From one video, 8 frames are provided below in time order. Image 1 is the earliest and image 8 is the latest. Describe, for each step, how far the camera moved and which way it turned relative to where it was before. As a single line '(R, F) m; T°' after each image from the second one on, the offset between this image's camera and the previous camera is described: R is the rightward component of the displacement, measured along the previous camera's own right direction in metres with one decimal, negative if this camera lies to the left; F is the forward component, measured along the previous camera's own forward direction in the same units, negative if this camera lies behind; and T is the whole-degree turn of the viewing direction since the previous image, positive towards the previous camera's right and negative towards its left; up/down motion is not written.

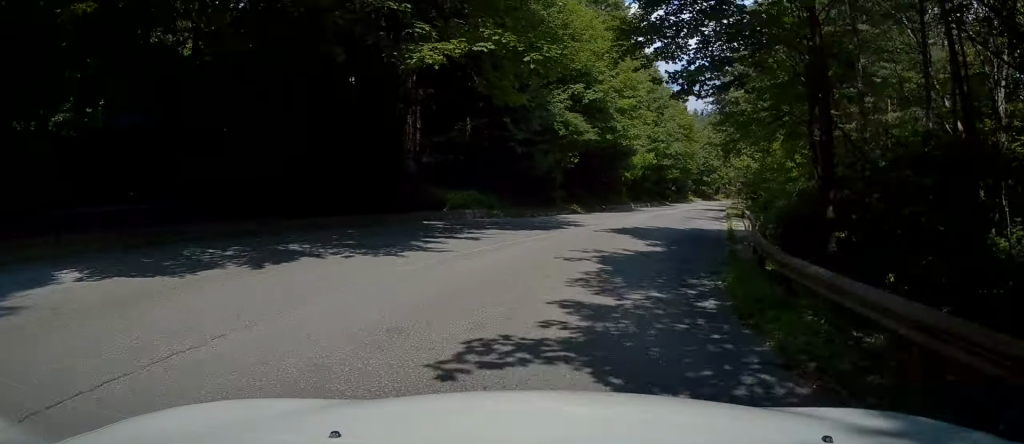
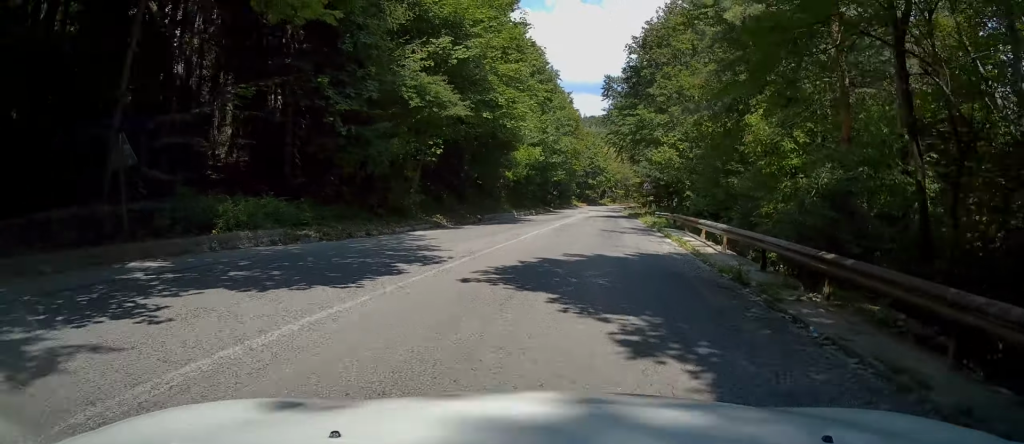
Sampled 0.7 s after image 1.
(+1.1, +10.7) m; +7°
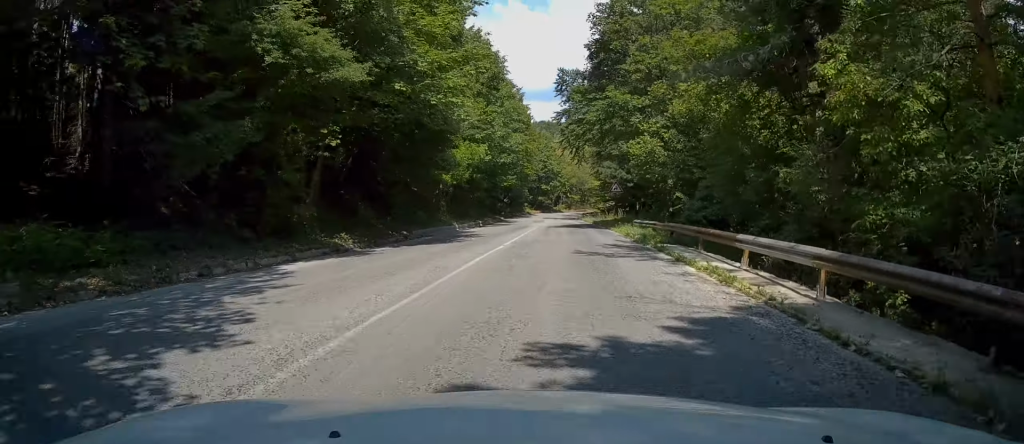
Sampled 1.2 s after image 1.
(+0.2, +7.5) m; +4°
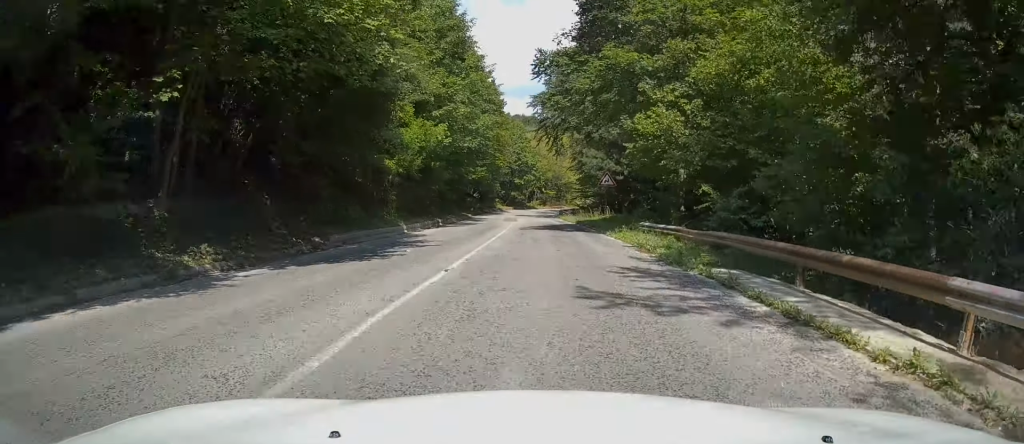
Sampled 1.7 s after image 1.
(+0.3, +7.3) m; +2°
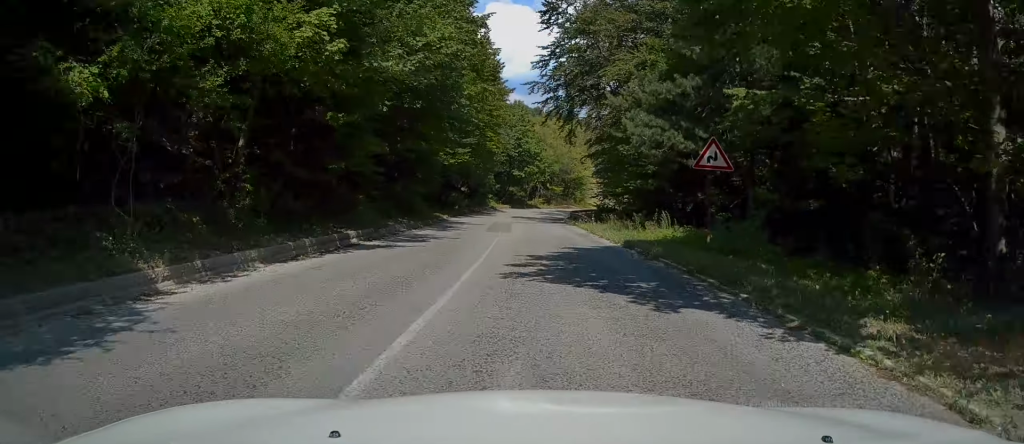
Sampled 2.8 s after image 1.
(+0.6, +17.1) m; +2°
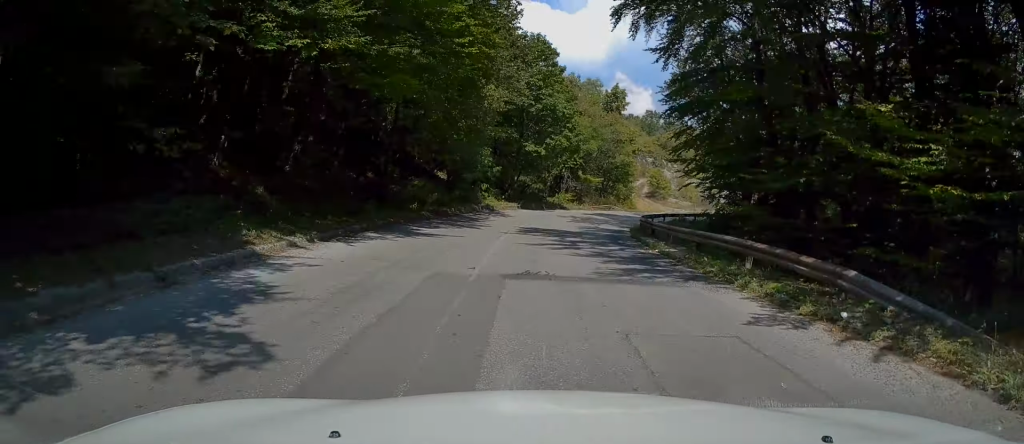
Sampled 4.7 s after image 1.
(-0.9, +28.8) m; -3°
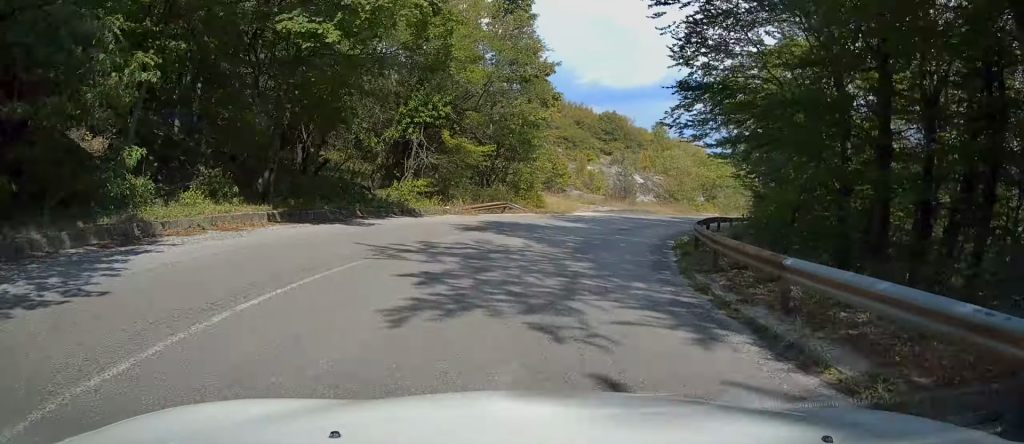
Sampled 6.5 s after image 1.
(+2.2, +27.1) m; +15°
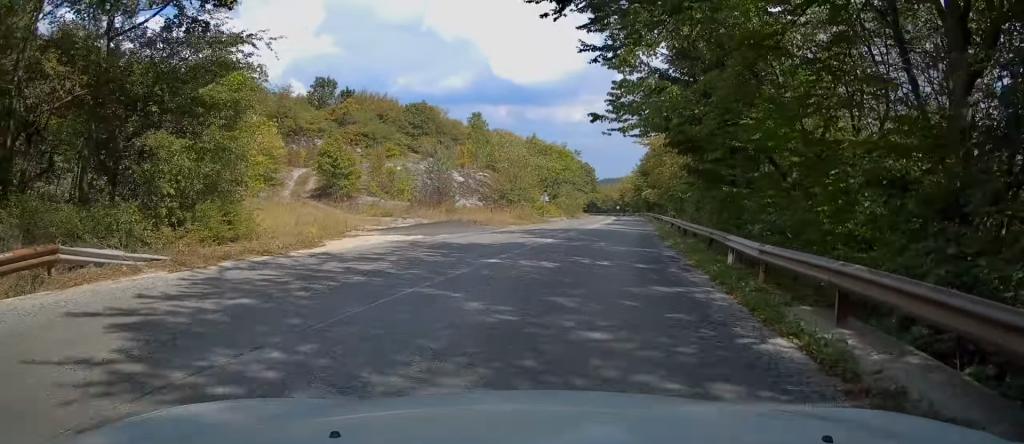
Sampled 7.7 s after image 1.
(+3.0, +19.8) m; +15°
